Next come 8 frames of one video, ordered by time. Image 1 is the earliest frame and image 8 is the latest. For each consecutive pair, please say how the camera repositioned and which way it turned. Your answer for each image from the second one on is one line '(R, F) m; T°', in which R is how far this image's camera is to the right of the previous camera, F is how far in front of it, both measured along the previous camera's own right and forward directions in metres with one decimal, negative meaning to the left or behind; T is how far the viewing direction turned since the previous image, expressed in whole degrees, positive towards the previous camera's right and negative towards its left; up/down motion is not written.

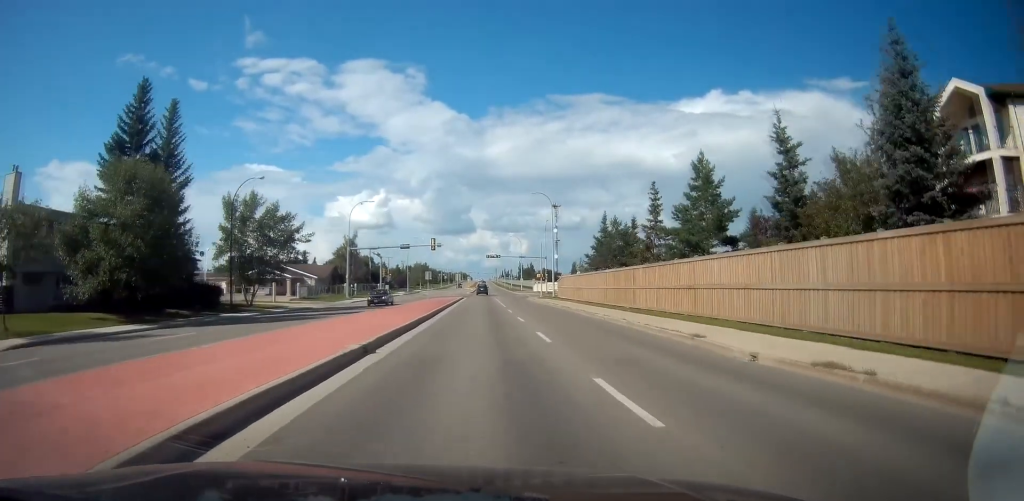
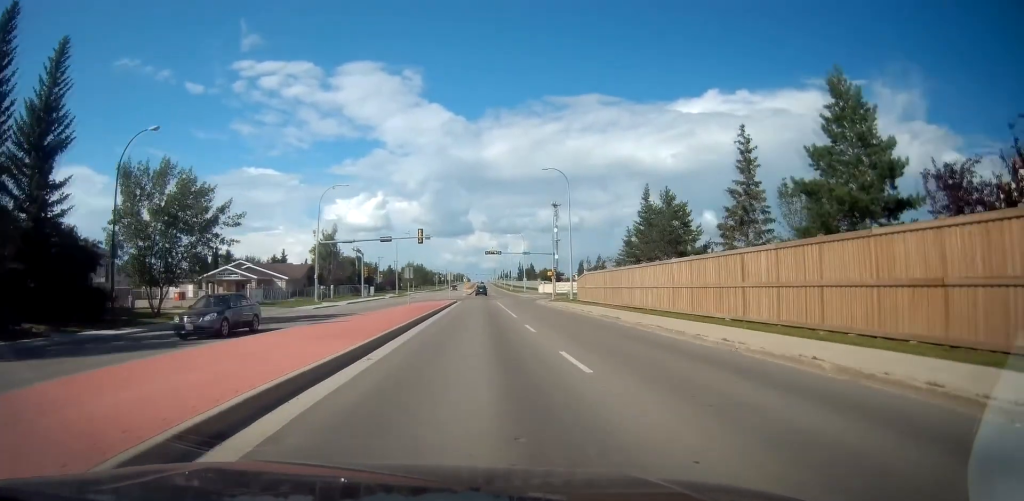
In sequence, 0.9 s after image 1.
(0.0, +14.7) m; 0°
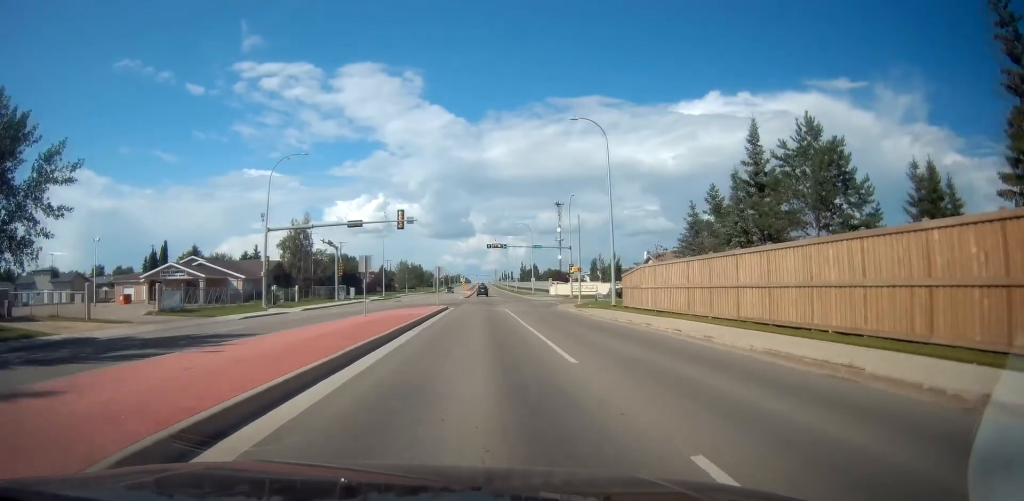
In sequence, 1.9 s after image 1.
(0.0, +16.7) m; 0°
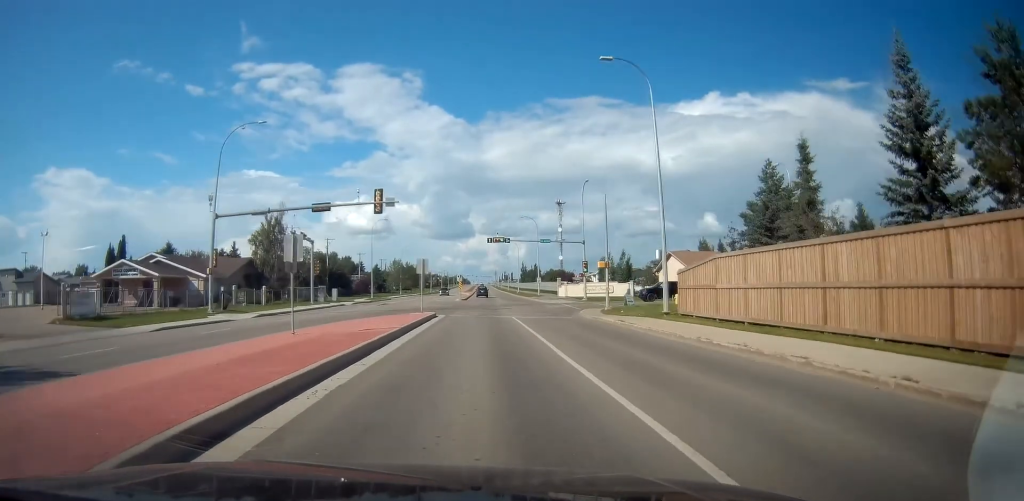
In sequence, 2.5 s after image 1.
(0.0, +10.5) m; 0°
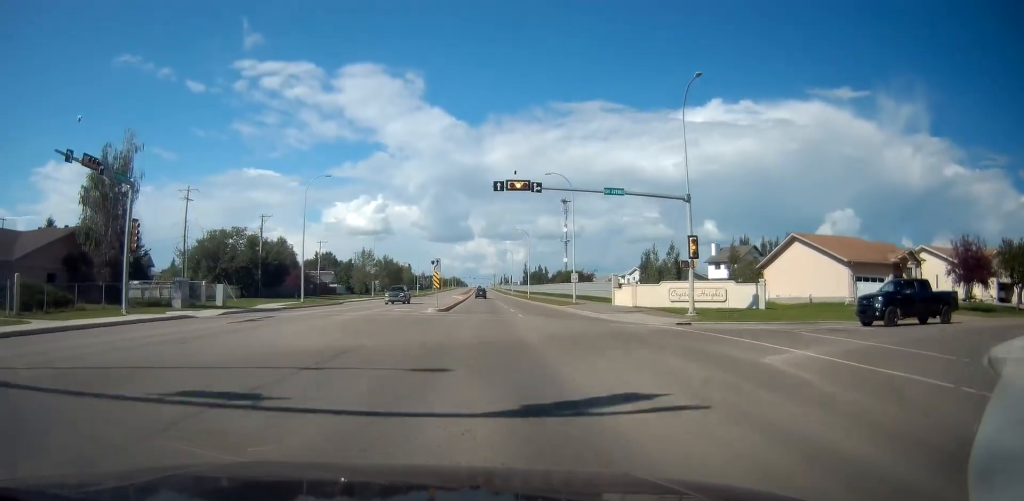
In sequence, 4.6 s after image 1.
(0.0, +35.0) m; 0°
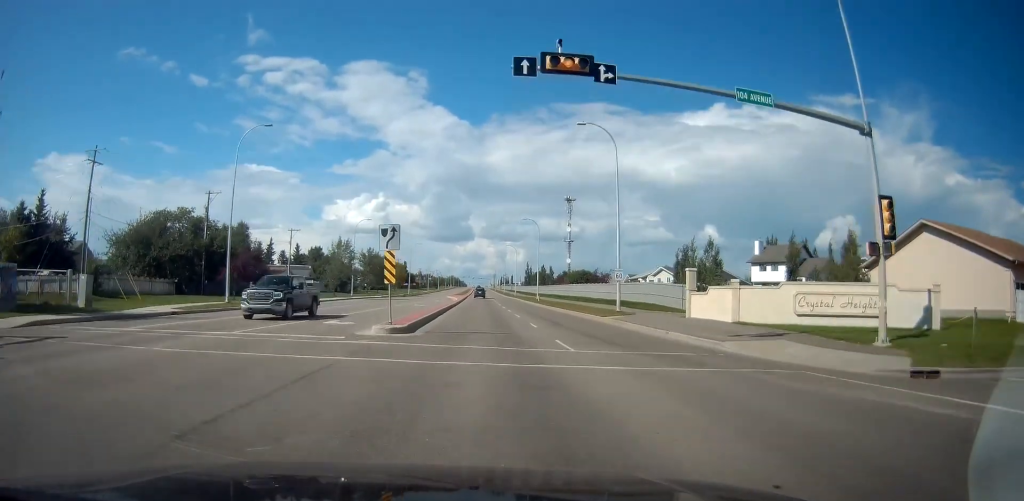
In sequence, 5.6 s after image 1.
(0.0, +17.3) m; 0°
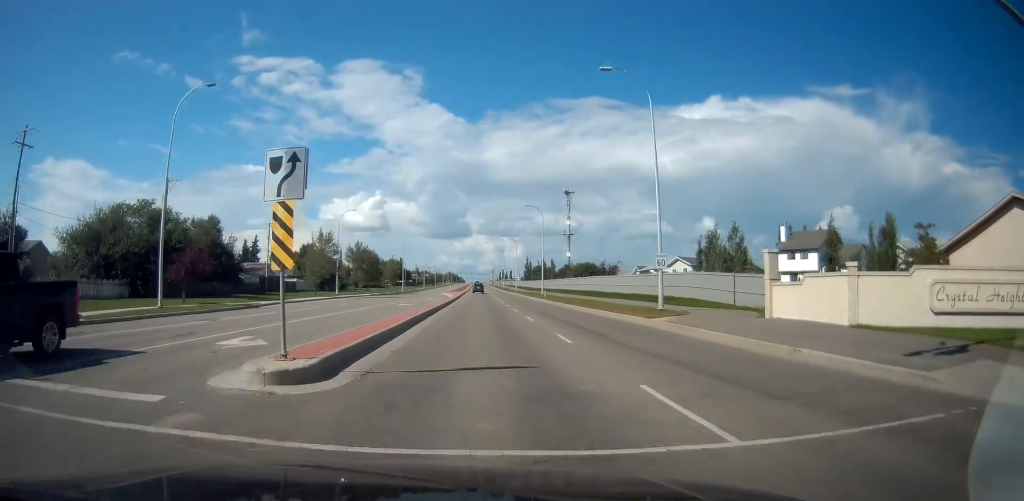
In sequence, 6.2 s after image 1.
(0.0, +9.0) m; 0°
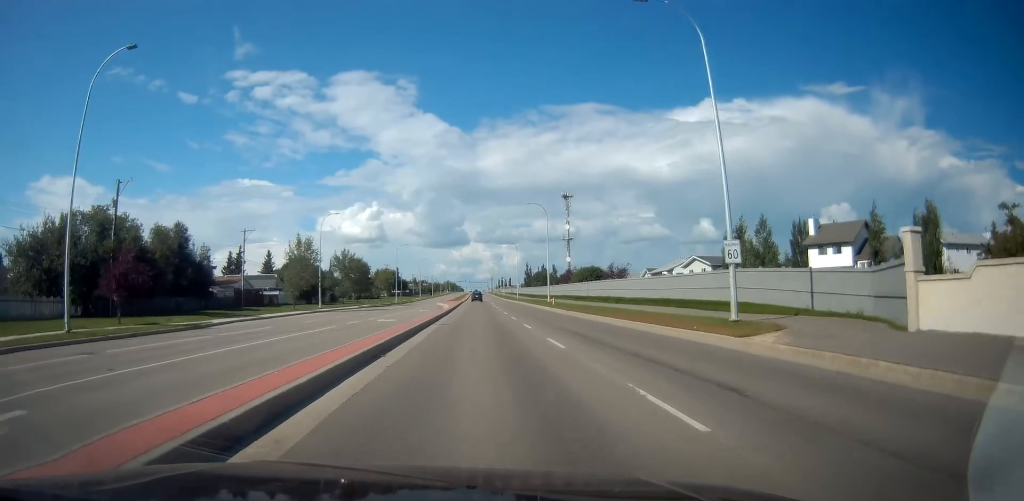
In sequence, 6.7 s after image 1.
(0.0, +8.4) m; 0°
